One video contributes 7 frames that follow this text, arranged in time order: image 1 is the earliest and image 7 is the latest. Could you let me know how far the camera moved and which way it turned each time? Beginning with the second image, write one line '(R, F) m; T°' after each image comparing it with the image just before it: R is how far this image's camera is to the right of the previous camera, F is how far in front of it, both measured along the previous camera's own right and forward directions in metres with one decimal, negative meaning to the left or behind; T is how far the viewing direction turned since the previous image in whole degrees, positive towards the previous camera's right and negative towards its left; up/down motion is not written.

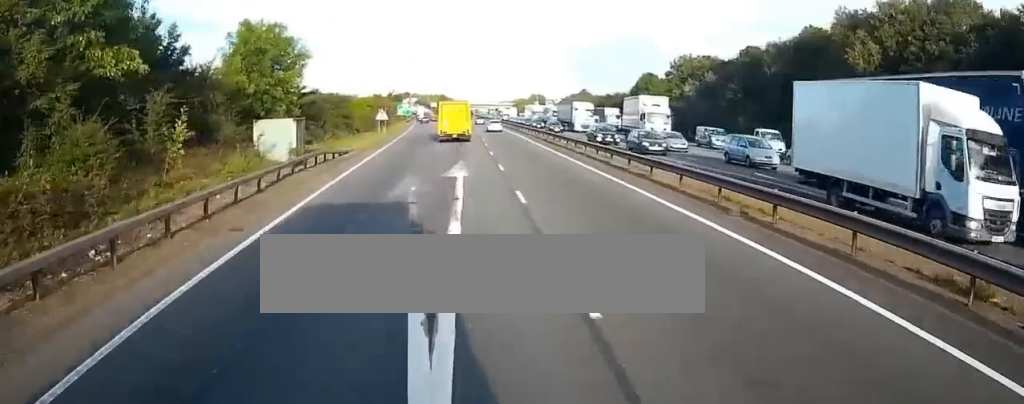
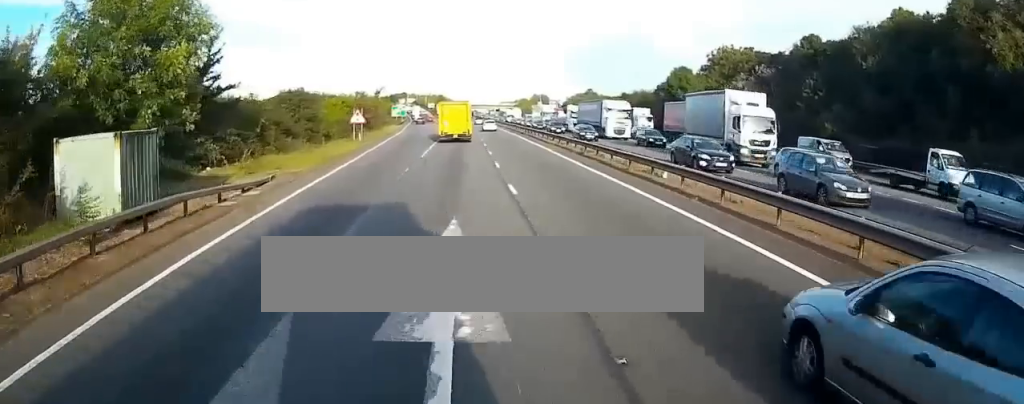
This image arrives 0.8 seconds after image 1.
(0.0, +16.4) m; +1°
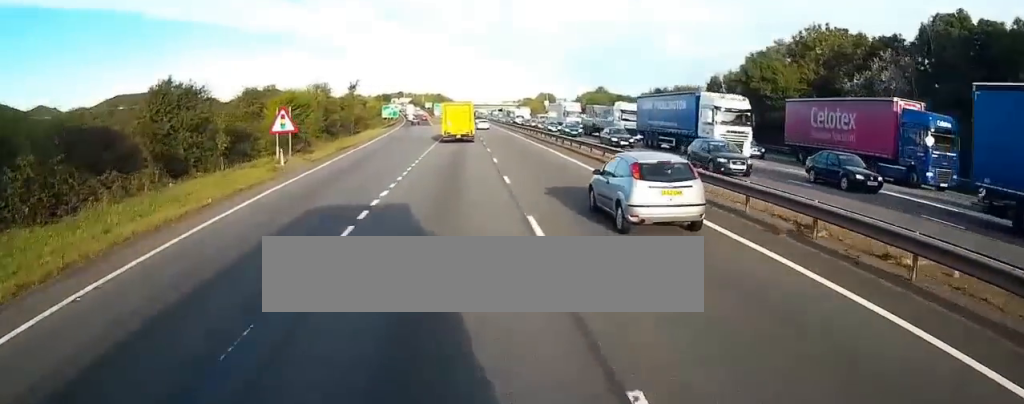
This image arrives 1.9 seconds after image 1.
(+0.3, +24.2) m; 0°
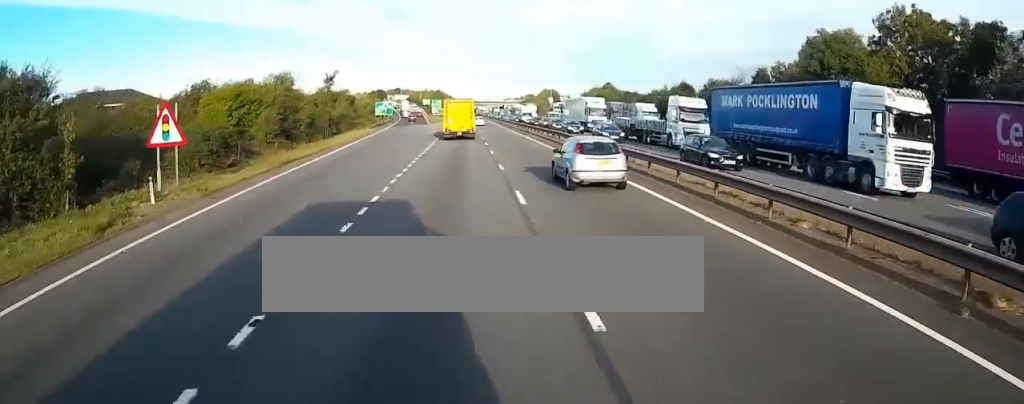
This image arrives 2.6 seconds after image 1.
(-0.2, +14.2) m; -1°
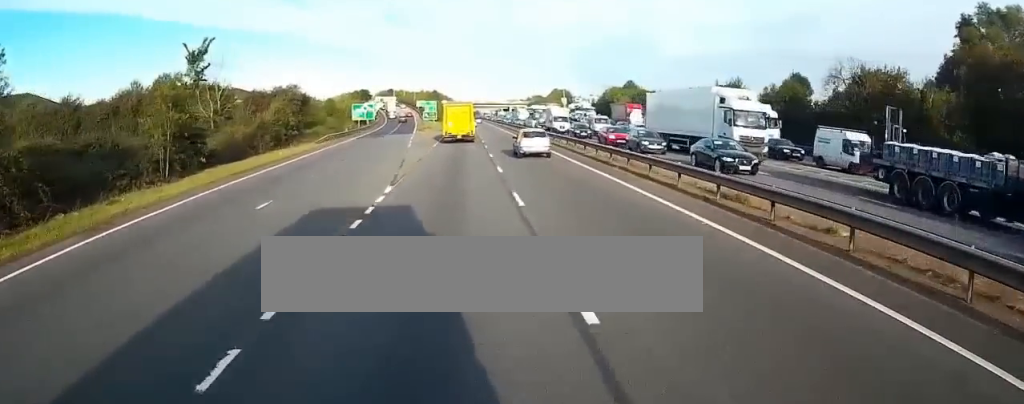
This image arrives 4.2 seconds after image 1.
(-0.8, +35.3) m; -1°
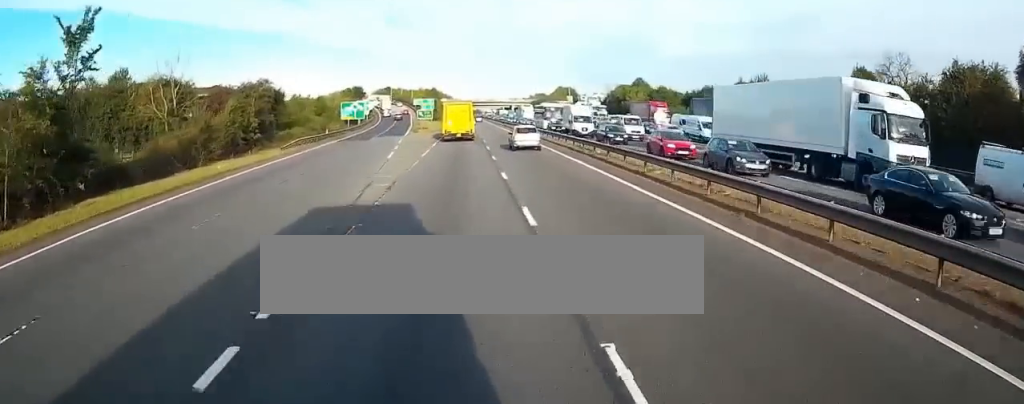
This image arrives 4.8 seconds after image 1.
(-0.1, +12.0) m; +1°
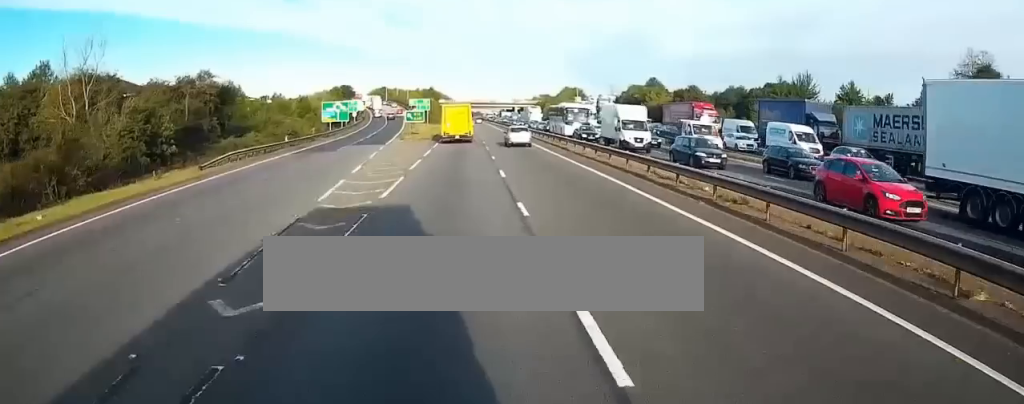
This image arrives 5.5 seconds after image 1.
(+0.2, +15.6) m; +1°
